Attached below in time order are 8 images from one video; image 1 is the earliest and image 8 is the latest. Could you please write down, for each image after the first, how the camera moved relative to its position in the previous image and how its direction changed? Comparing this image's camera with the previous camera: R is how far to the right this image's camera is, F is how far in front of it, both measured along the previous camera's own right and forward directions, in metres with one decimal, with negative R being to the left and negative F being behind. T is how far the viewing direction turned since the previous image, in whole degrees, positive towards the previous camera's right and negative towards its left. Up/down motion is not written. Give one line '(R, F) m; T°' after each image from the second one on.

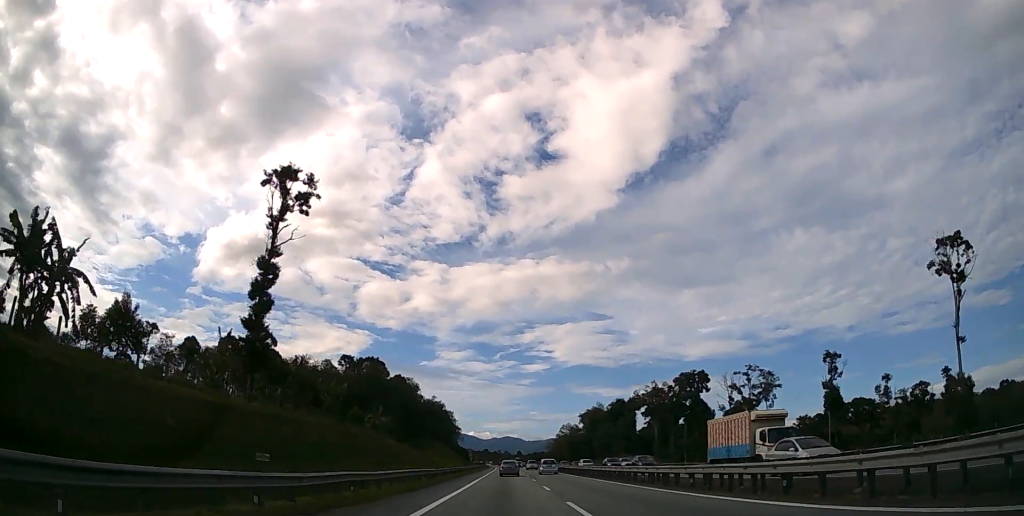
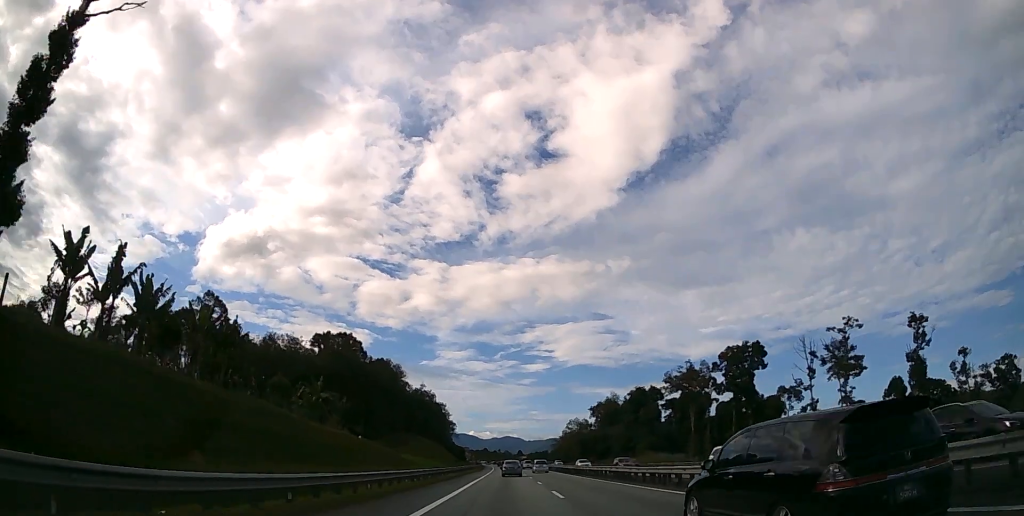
(-0.1, +29.4) m; 0°
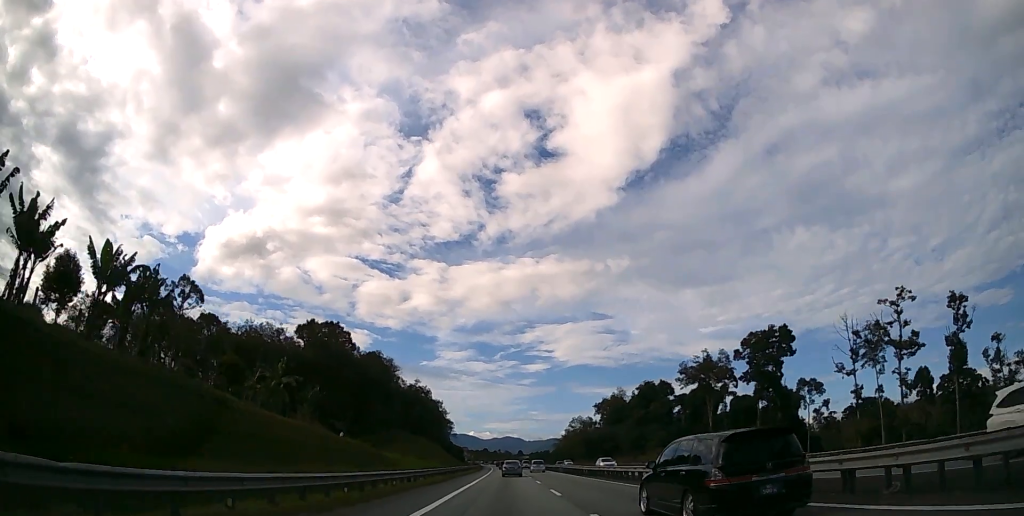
(0.0, +10.8) m; 0°
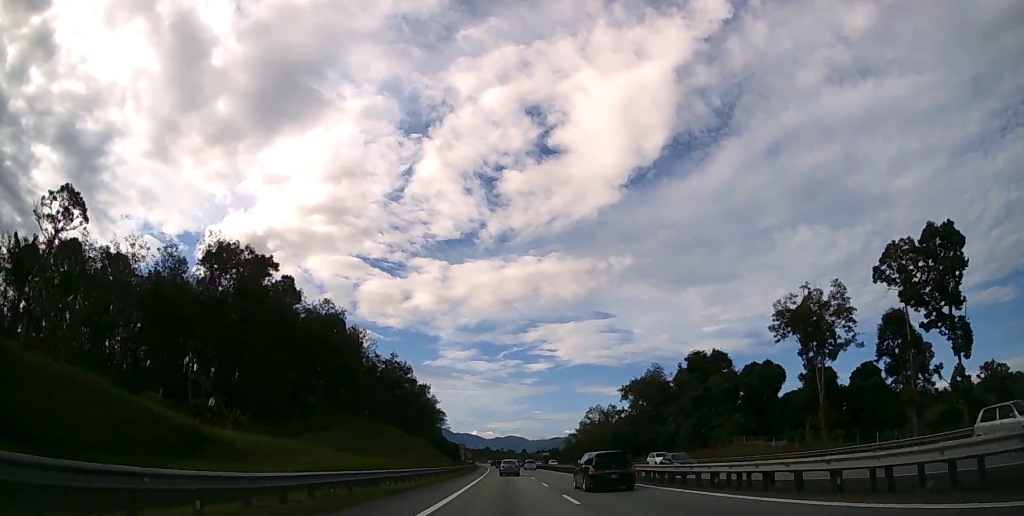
(0.0, +39.6) m; 0°
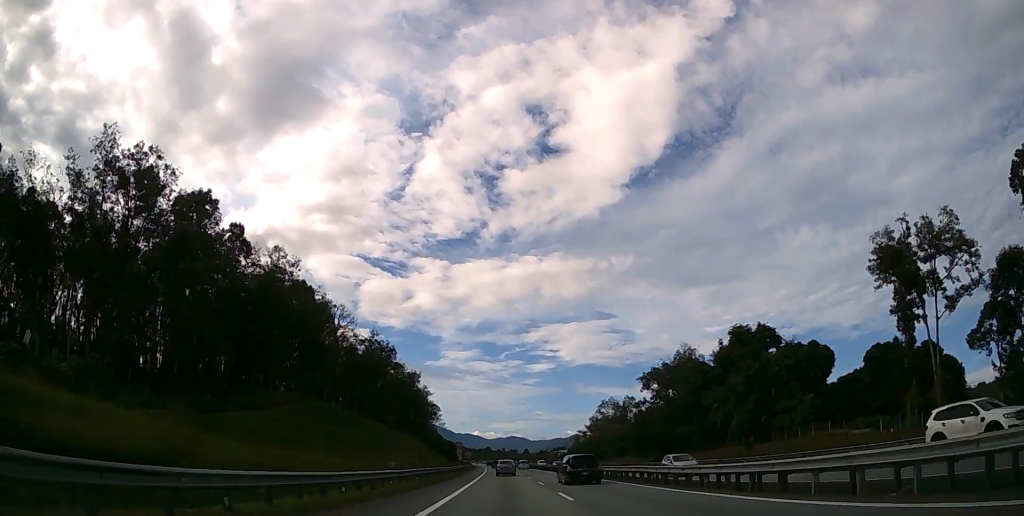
(-0.1, +21.8) m; 0°
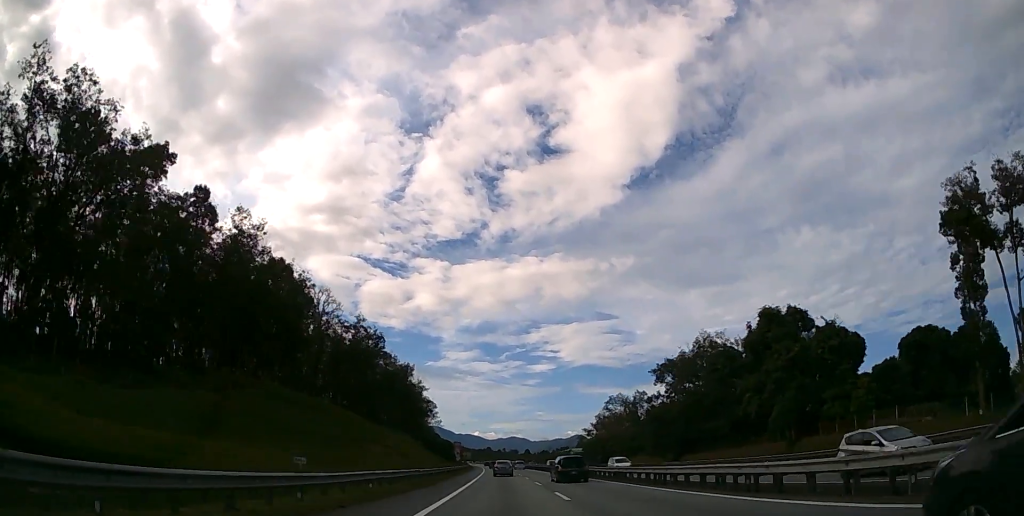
(0.0, +11.4) m; 0°
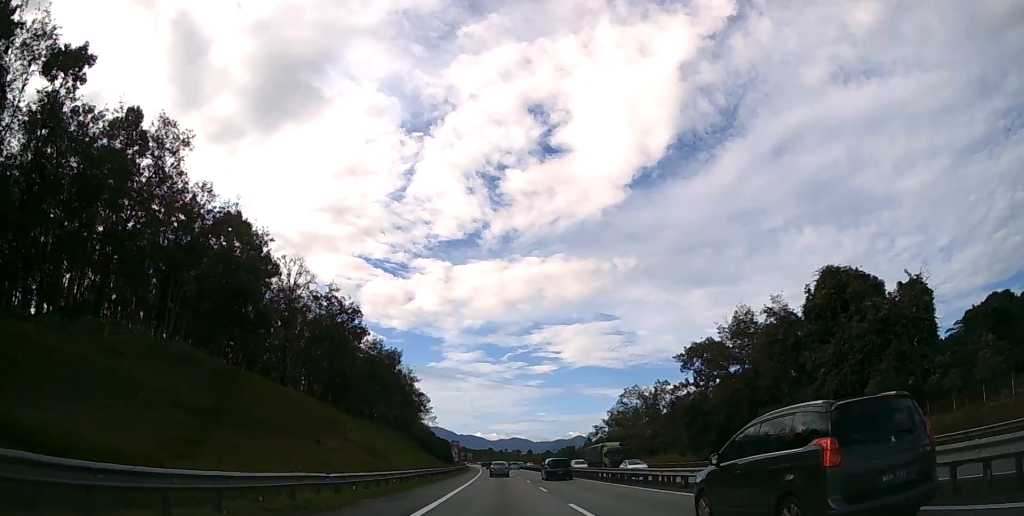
(0.0, +17.5) m; 0°
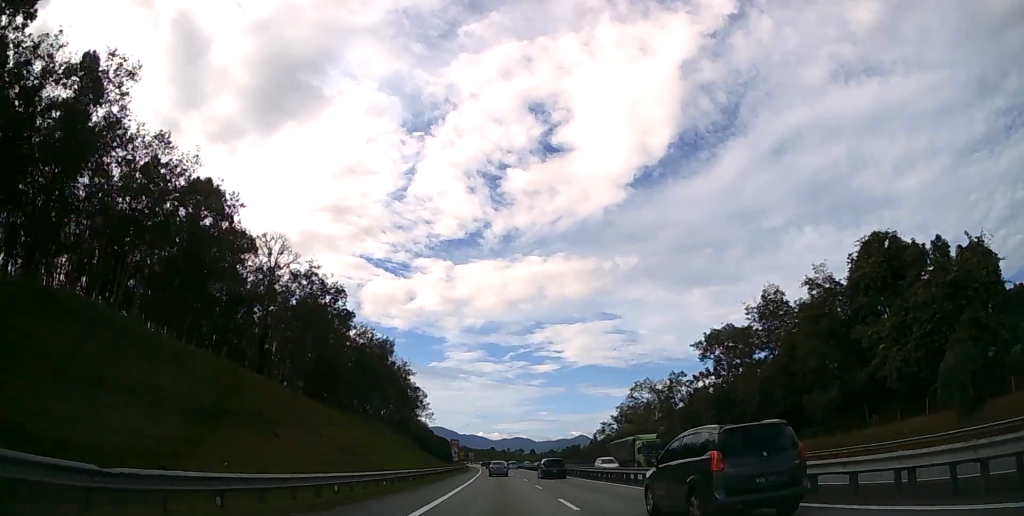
(0.0, +9.6) m; 0°
